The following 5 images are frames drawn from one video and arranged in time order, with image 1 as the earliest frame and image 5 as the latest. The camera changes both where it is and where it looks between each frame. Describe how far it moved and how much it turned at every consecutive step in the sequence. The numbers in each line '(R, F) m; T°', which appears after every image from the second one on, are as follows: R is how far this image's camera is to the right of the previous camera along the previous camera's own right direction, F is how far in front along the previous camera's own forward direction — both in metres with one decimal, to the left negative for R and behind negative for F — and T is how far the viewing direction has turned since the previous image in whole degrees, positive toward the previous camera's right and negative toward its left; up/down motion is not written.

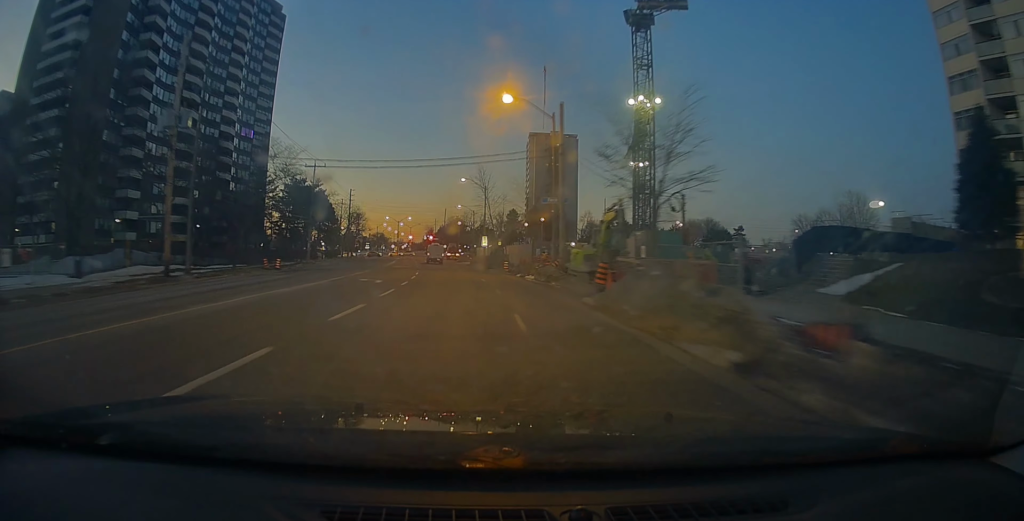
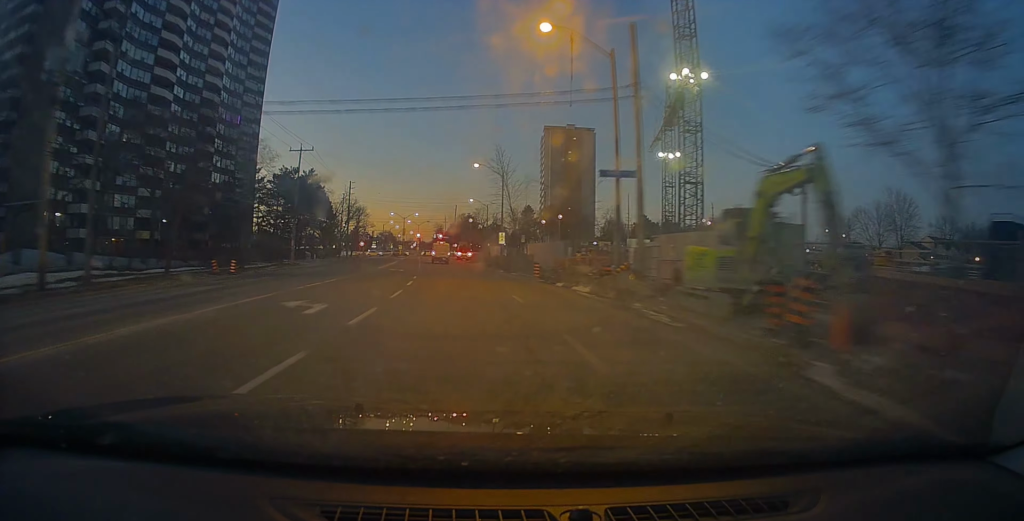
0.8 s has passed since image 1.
(0.0, +12.5) m; -1°
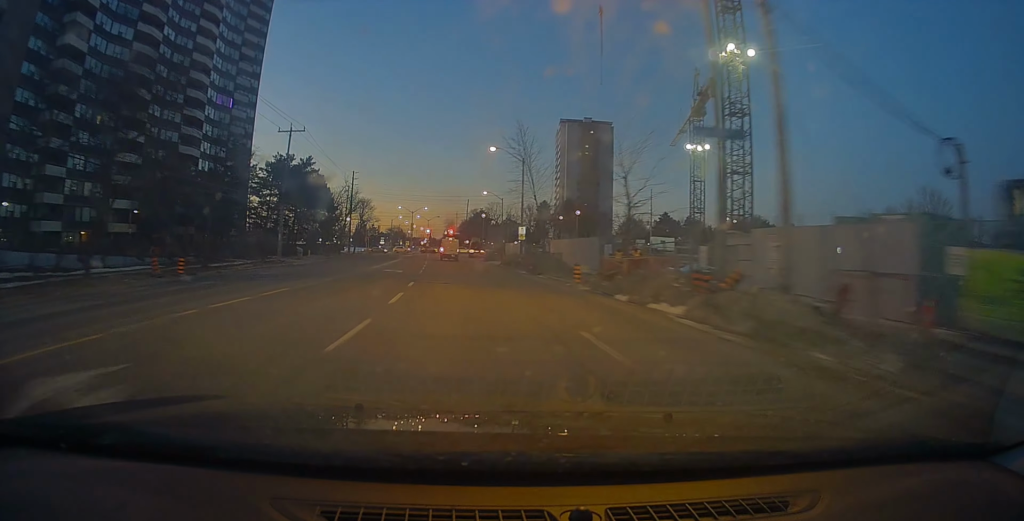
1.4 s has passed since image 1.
(0.0, +9.2) m; -1°
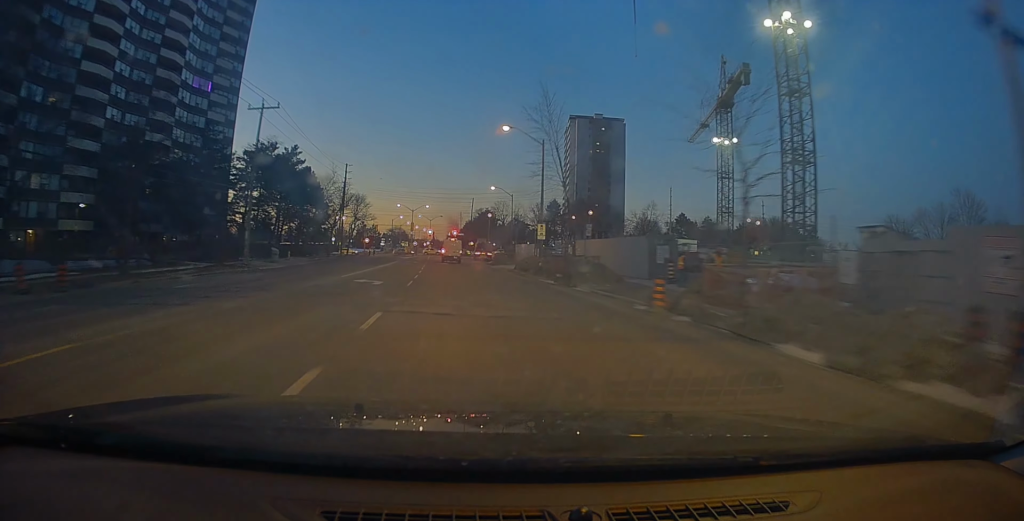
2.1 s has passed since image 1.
(-0.3, +10.5) m; -2°
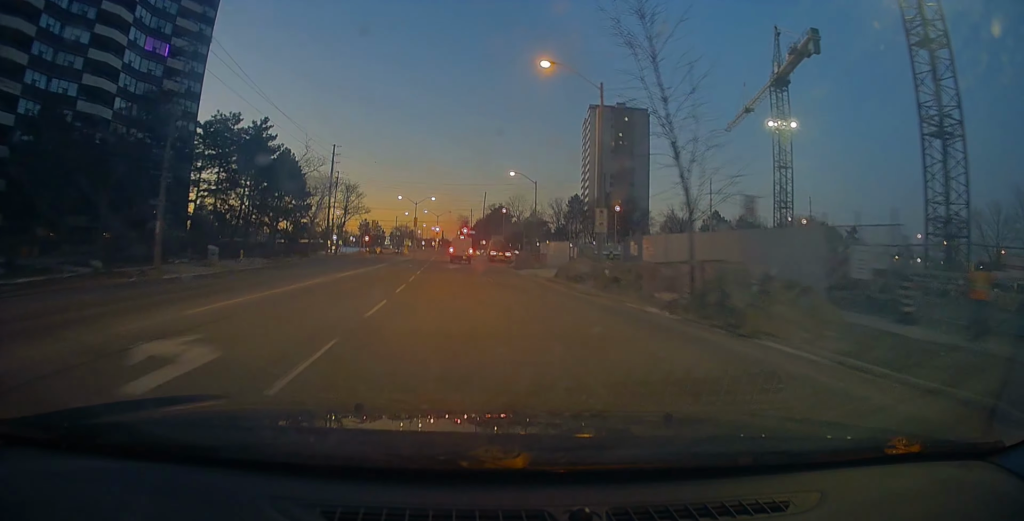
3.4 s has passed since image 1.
(-0.4, +16.7) m; -1°
